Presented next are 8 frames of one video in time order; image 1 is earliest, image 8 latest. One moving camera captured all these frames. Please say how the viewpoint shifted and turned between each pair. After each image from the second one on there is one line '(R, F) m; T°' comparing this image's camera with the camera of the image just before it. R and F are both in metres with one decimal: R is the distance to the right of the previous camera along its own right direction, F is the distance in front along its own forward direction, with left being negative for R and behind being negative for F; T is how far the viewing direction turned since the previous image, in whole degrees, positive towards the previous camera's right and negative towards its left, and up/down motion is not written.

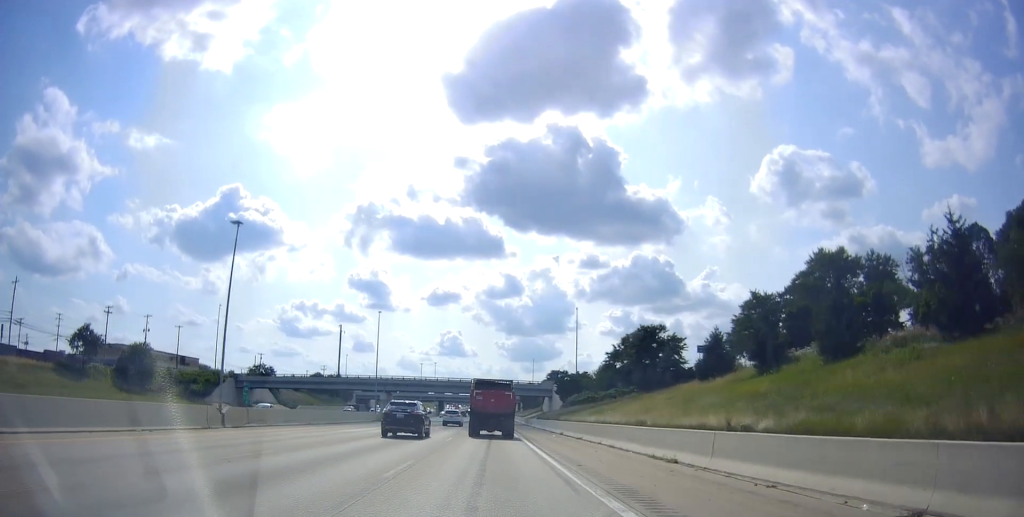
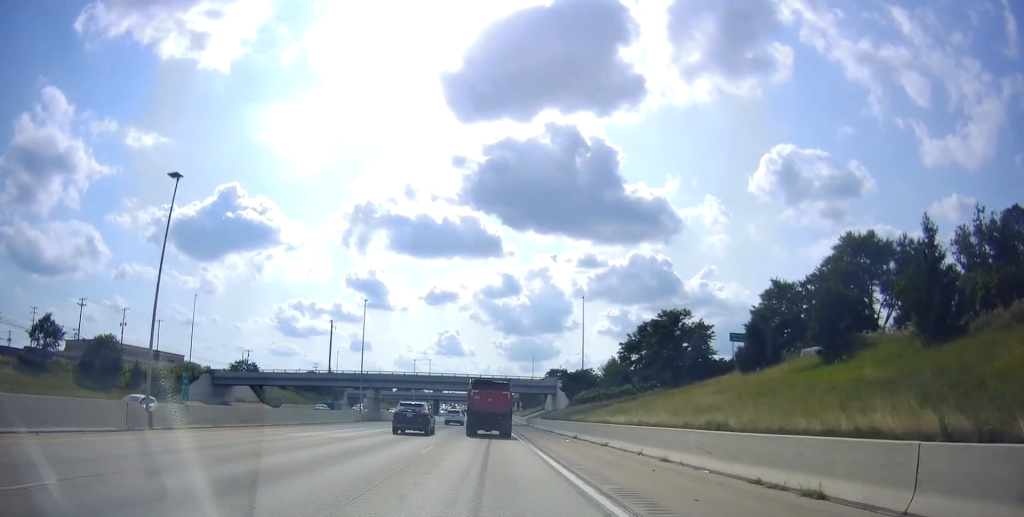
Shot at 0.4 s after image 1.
(0.0, +8.7) m; 0°
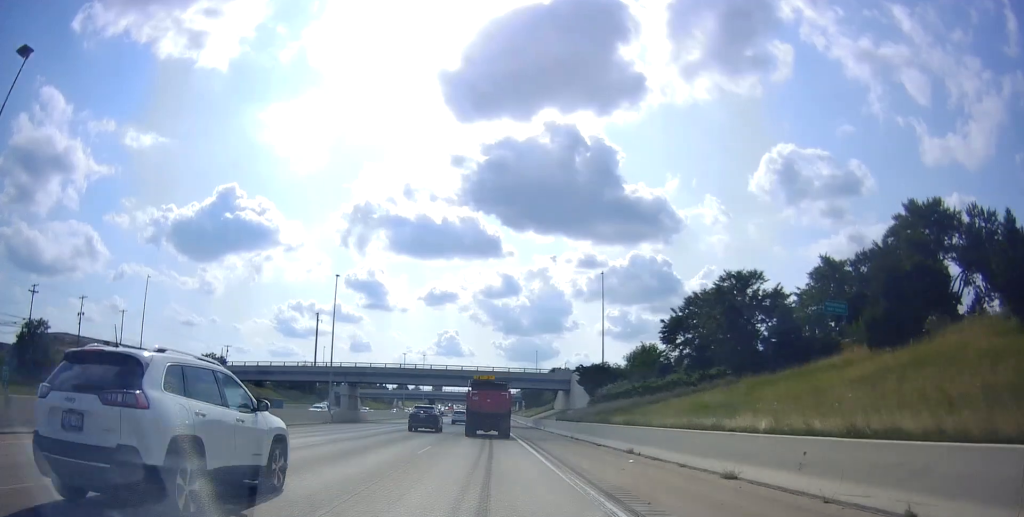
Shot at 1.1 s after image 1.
(0.0, +15.2) m; 0°
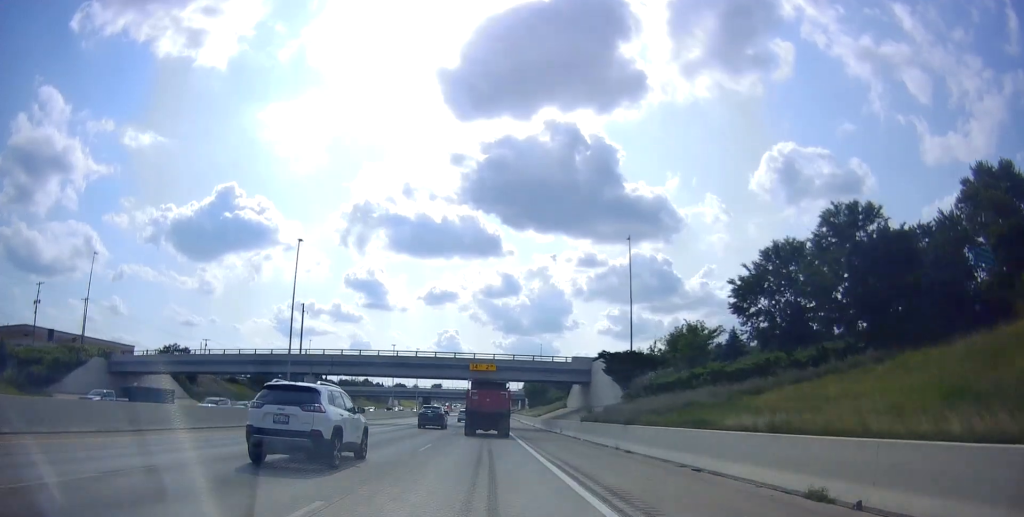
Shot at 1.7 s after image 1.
(0.0, +13.8) m; +1°
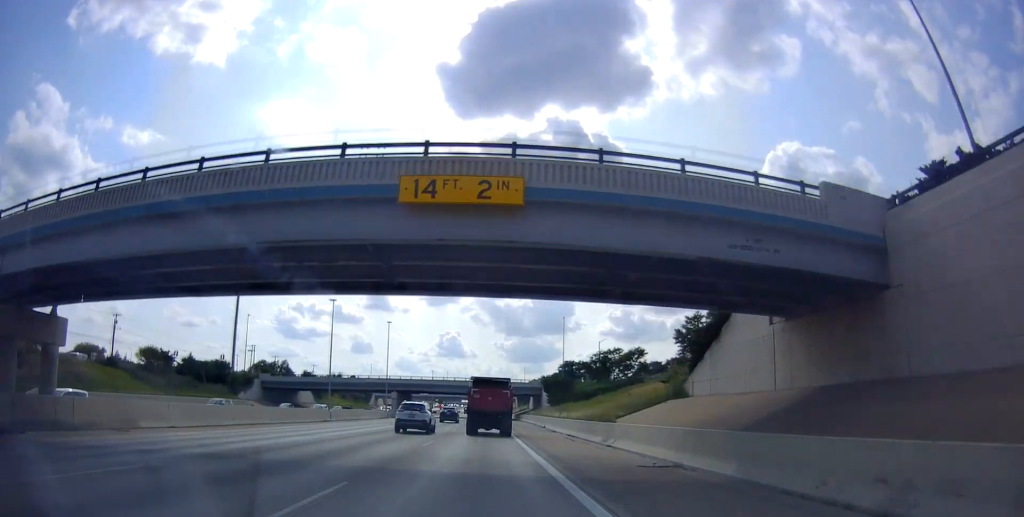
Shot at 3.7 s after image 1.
(+1.1, +43.3) m; +2°
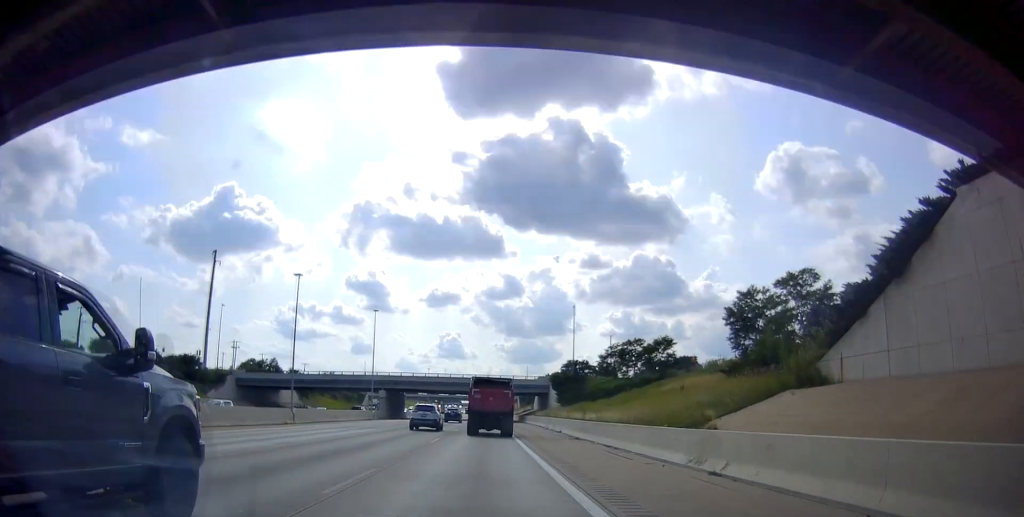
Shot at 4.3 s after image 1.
(0.0, +12.6) m; 0°
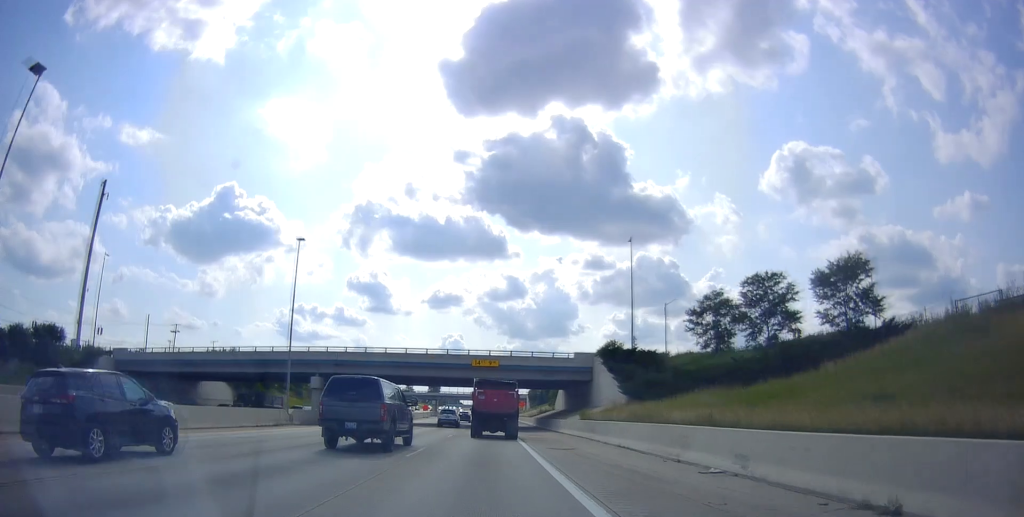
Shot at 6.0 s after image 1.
(-0.8, +38.0) m; -2°
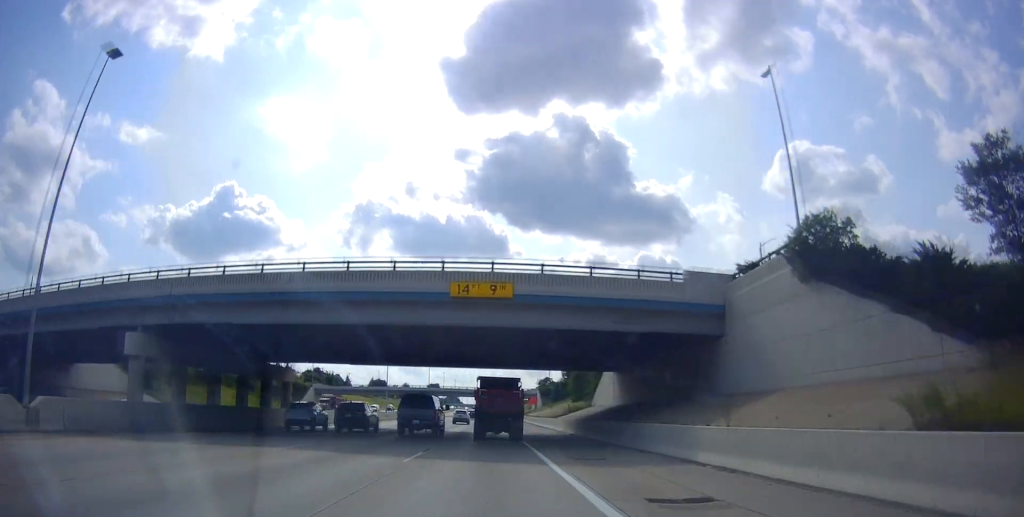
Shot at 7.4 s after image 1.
(0.0, +32.3) m; +1°
